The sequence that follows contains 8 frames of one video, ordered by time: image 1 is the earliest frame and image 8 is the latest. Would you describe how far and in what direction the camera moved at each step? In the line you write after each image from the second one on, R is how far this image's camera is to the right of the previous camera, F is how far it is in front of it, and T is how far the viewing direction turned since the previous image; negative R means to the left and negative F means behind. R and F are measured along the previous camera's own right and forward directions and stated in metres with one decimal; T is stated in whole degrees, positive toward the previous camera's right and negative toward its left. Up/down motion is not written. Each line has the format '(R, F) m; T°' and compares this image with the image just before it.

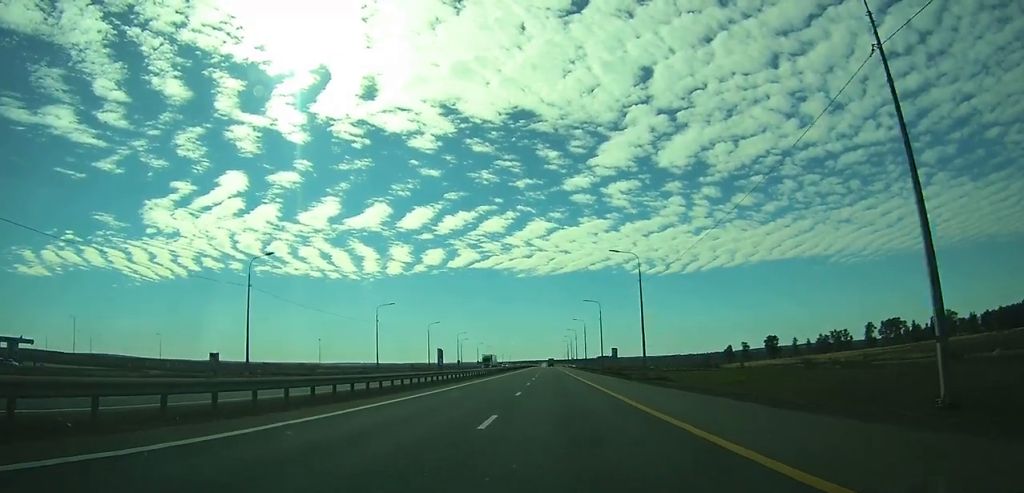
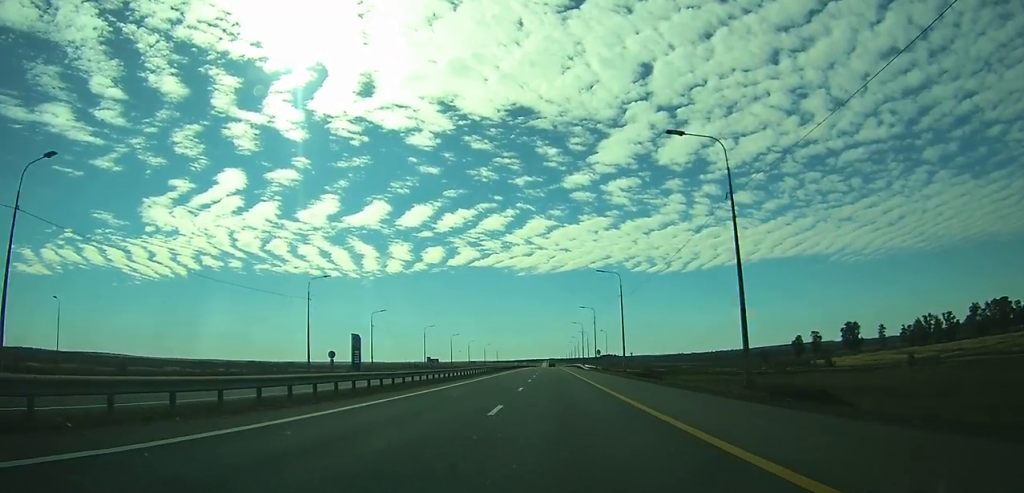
(-0.2, +89.4) m; 0°
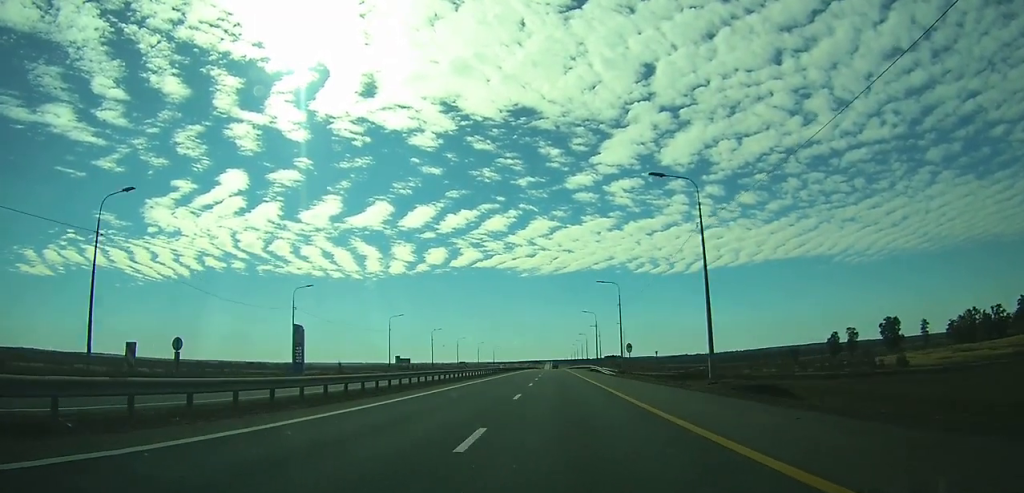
(0.0, +28.1) m; 0°
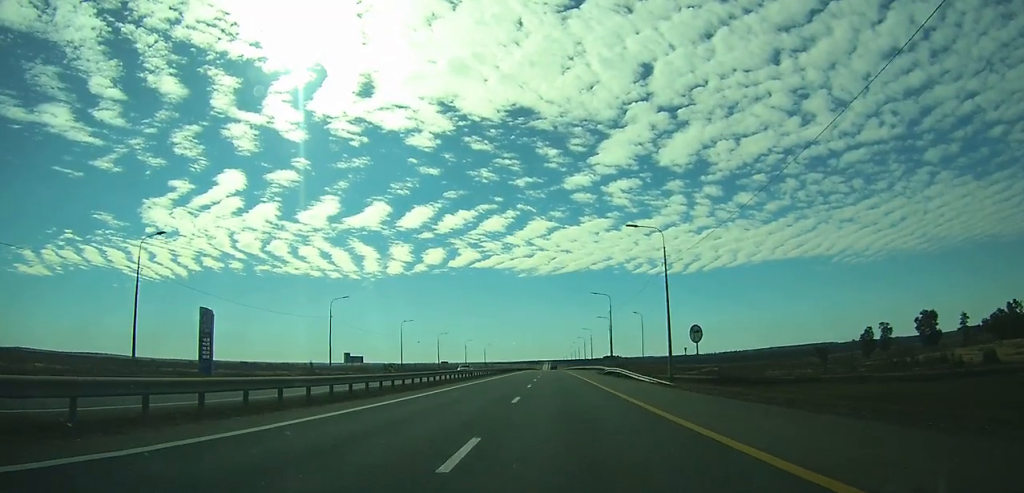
(0.0, +24.4) m; 0°
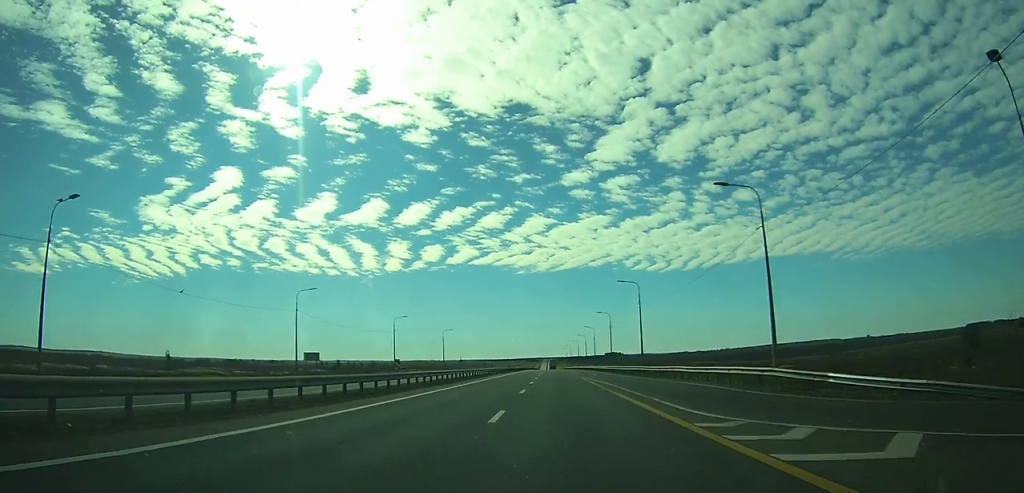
(+0.1, +80.8) m; 0°
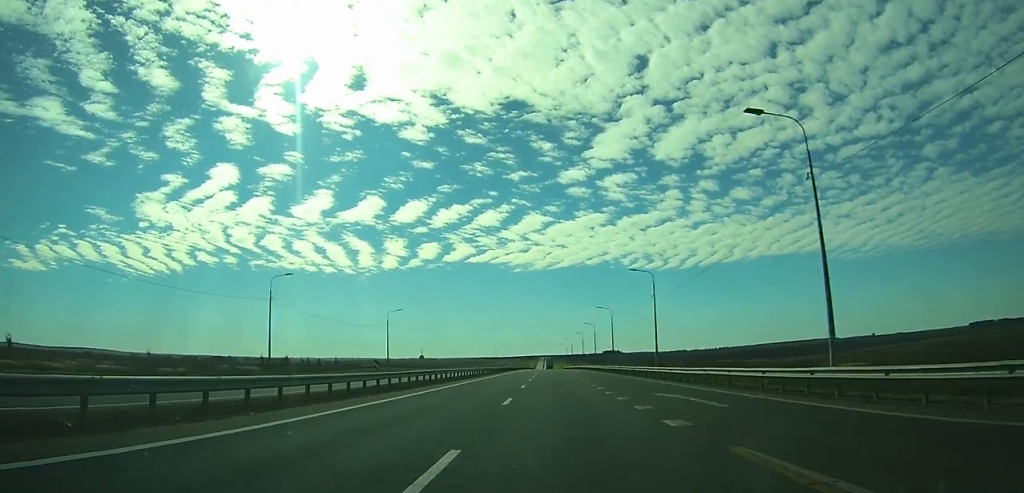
(+0.1, +45.4) m; 0°
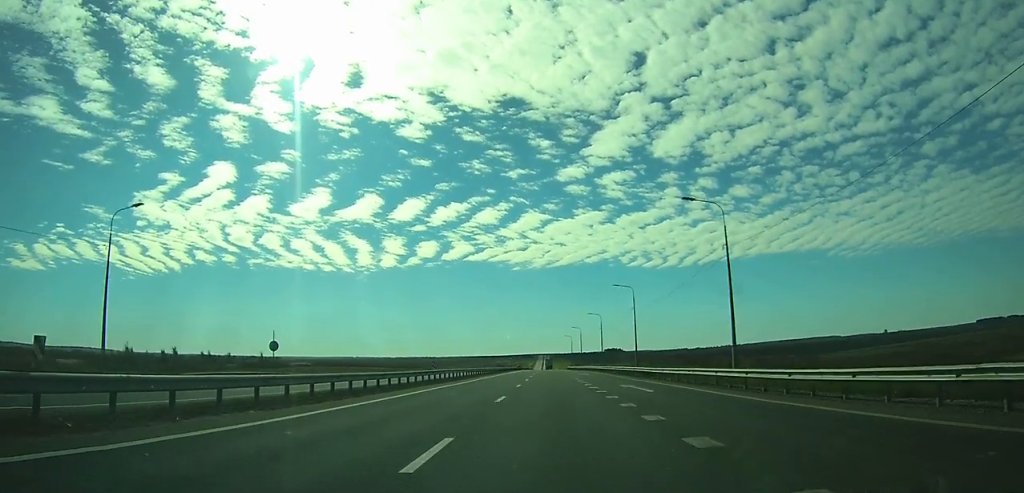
(+0.1, +60.9) m; 0°
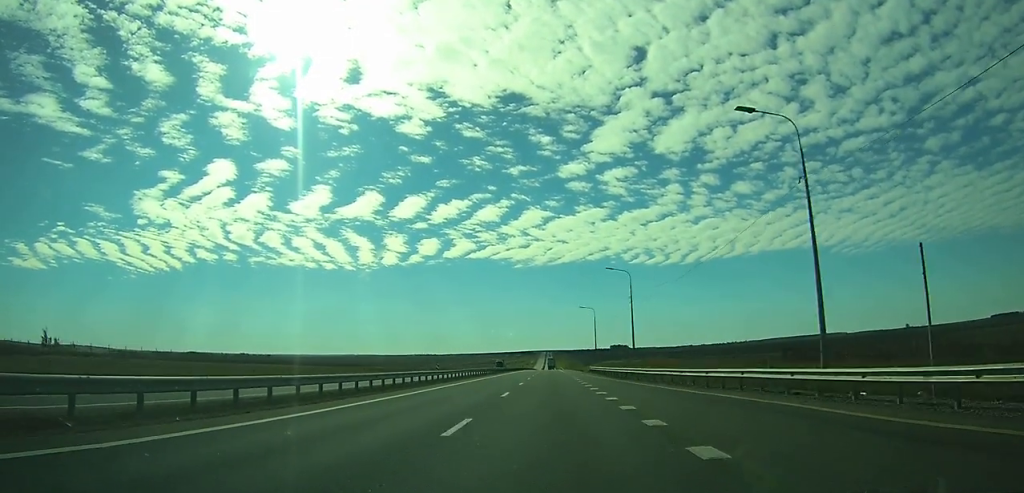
(-0.2, +81.7) m; 0°
